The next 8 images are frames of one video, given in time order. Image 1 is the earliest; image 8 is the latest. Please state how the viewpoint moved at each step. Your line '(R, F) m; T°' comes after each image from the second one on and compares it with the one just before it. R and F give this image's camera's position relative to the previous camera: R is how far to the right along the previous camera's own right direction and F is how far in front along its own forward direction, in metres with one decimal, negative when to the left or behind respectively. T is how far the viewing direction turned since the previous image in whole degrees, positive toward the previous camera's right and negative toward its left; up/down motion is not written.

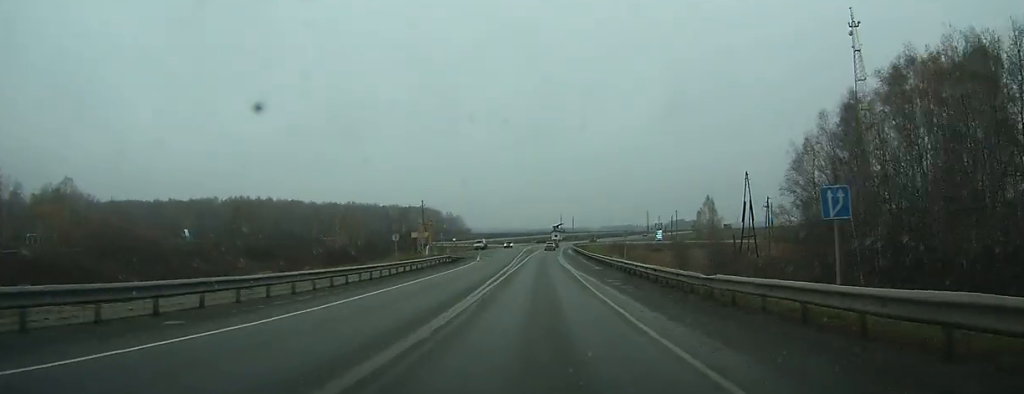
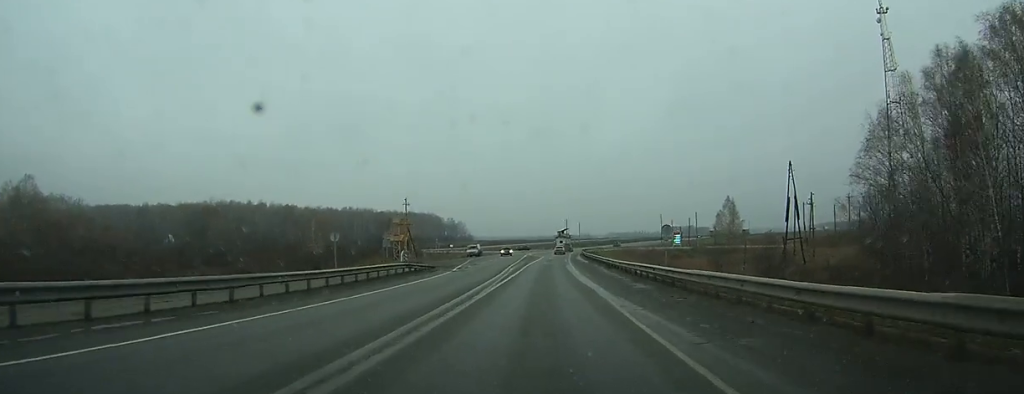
(0.0, +18.8) m; 0°
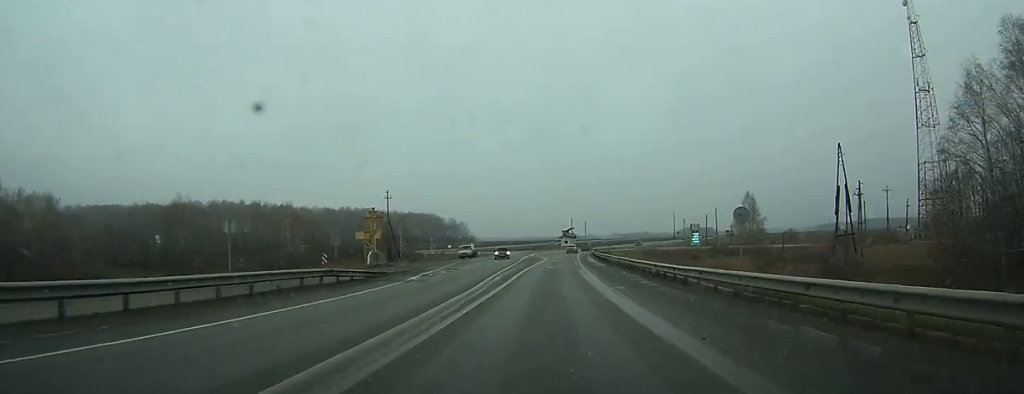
(0.0, +14.9) m; 0°
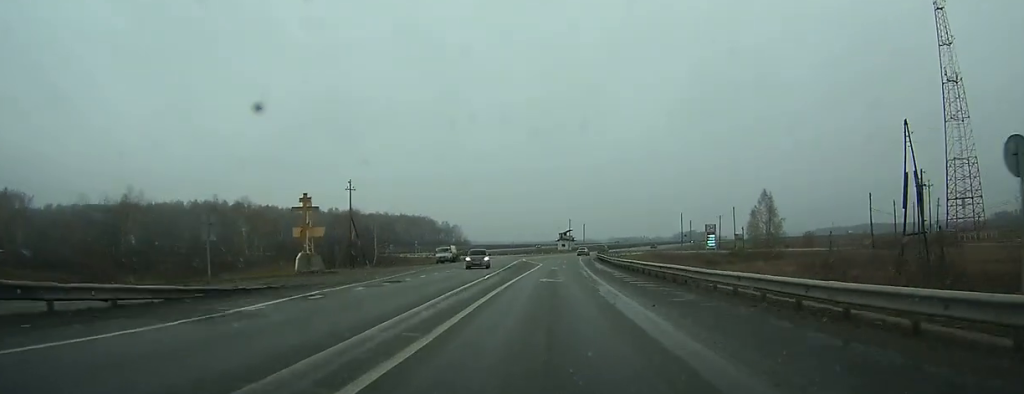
(0.0, +15.9) m; 0°
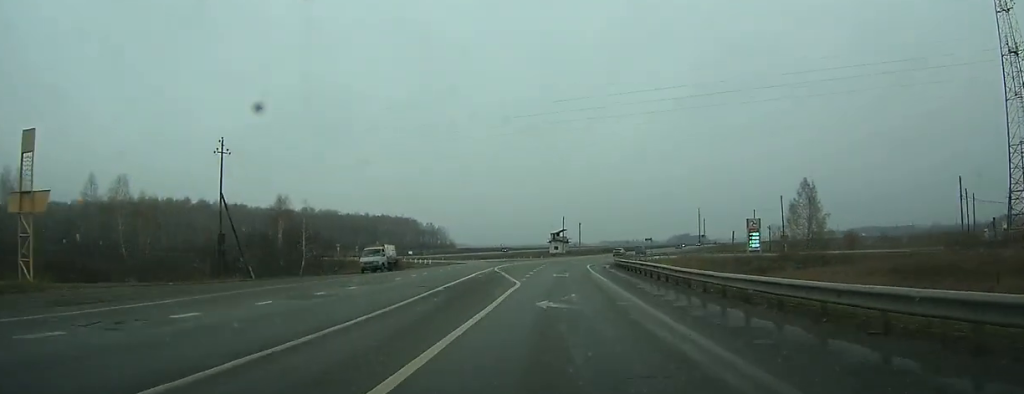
(+0.1, +28.6) m; +1°
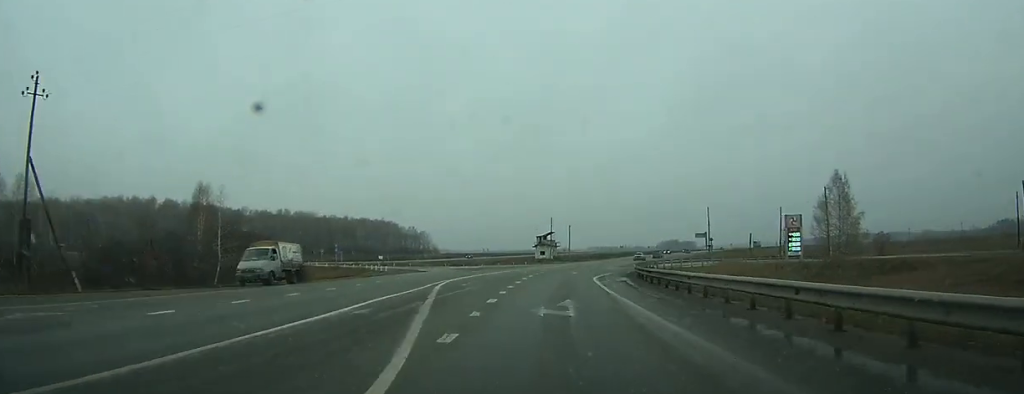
(+0.1, +18.6) m; +1°
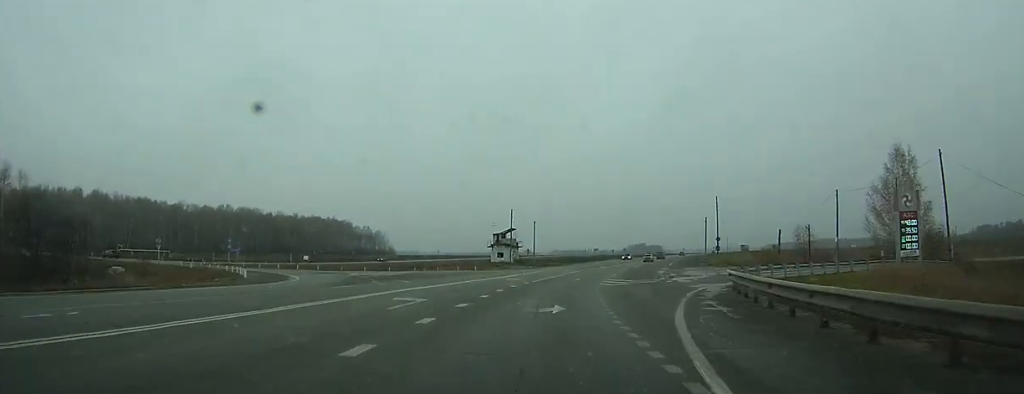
(+0.3, +28.7) m; +2°
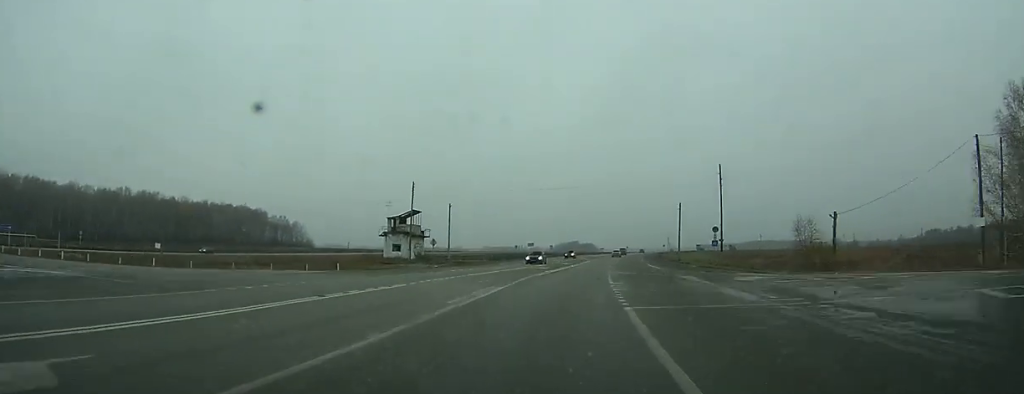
(+0.6, +34.7) m; +4°
